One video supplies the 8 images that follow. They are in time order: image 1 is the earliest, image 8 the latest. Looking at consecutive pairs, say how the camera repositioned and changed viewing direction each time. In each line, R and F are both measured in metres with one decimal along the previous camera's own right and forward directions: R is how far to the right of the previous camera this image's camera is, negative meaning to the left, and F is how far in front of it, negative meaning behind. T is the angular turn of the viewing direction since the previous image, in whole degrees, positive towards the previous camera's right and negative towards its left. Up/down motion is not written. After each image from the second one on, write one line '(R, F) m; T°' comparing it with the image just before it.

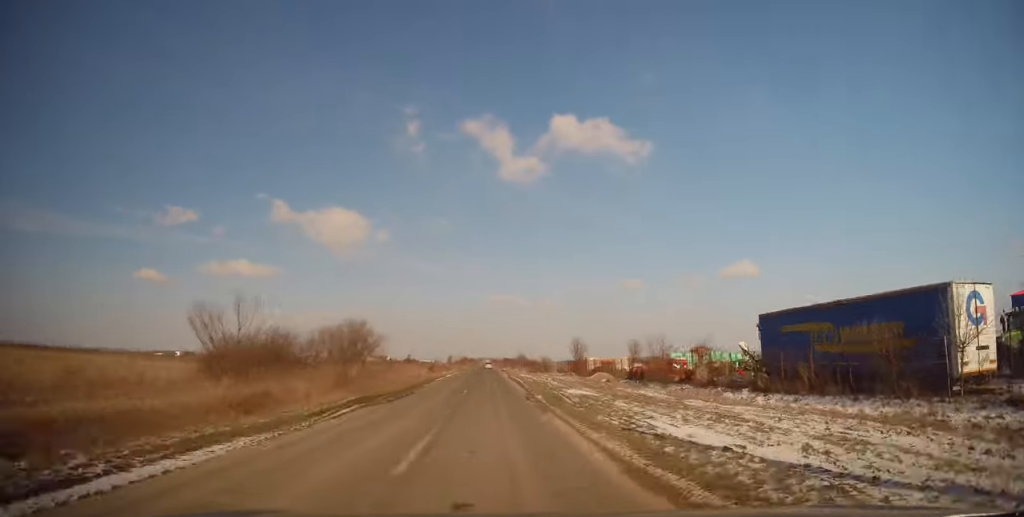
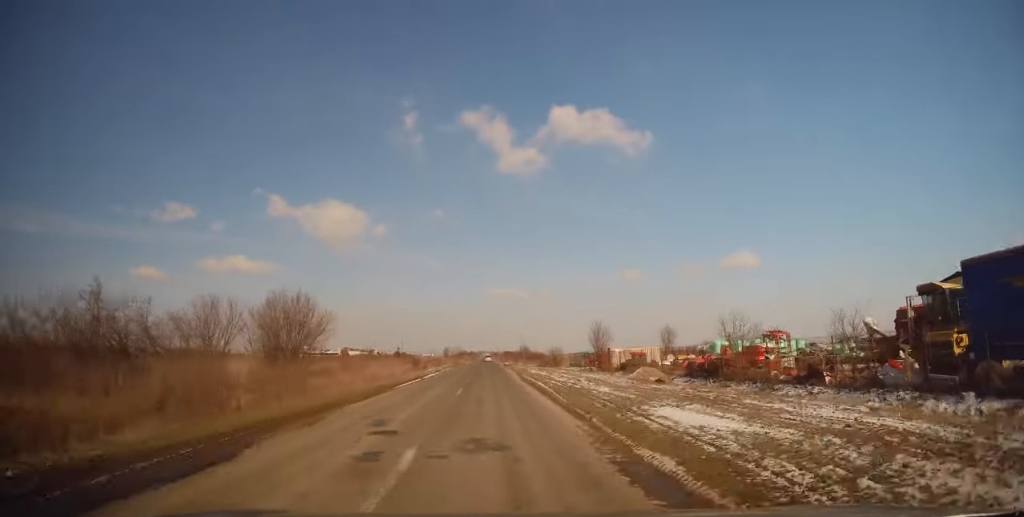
(-0.1, +14.8) m; 0°
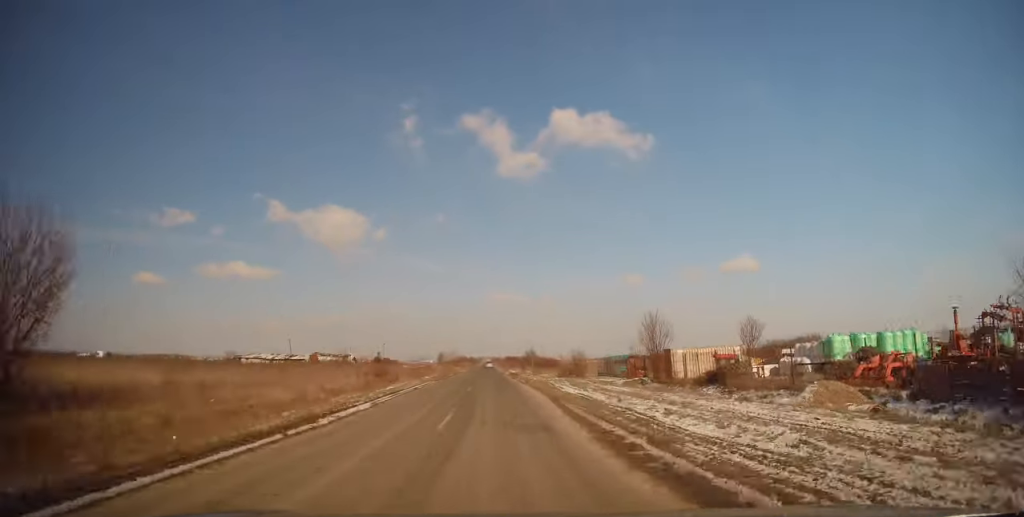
(0.0, +20.4) m; 0°
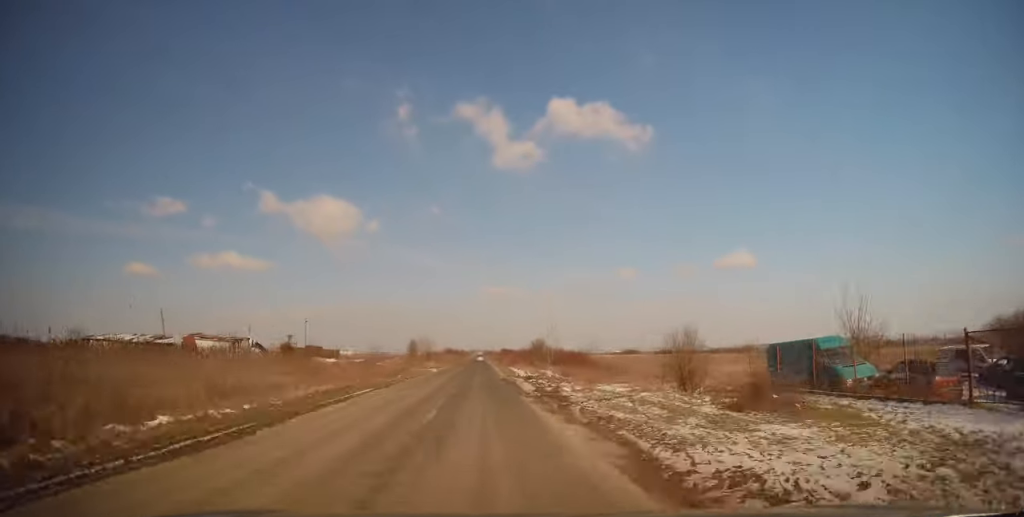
(+0.3, +36.7) m; +1°
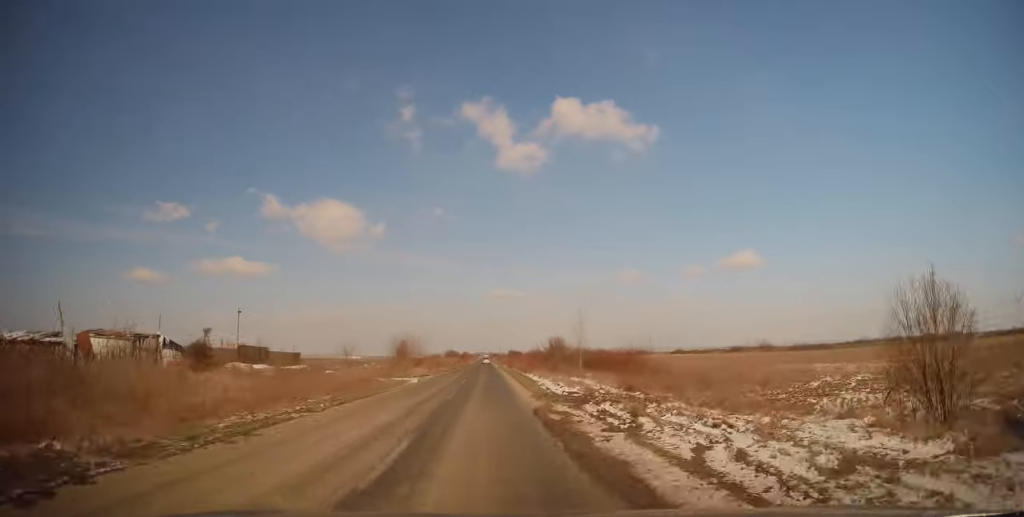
(+0.1, +16.6) m; 0°
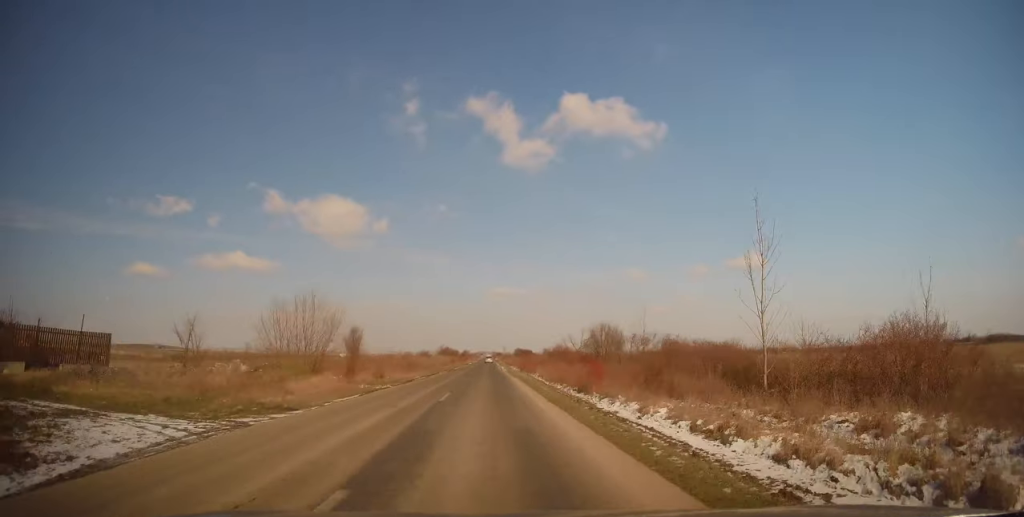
(0.0, +28.3) m; 0°
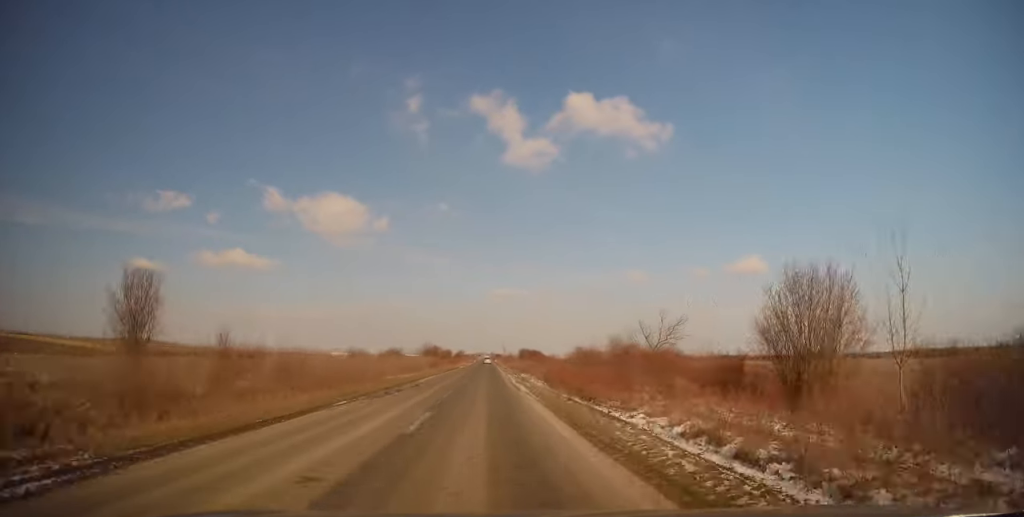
(-0.3, +30.1) m; 0°
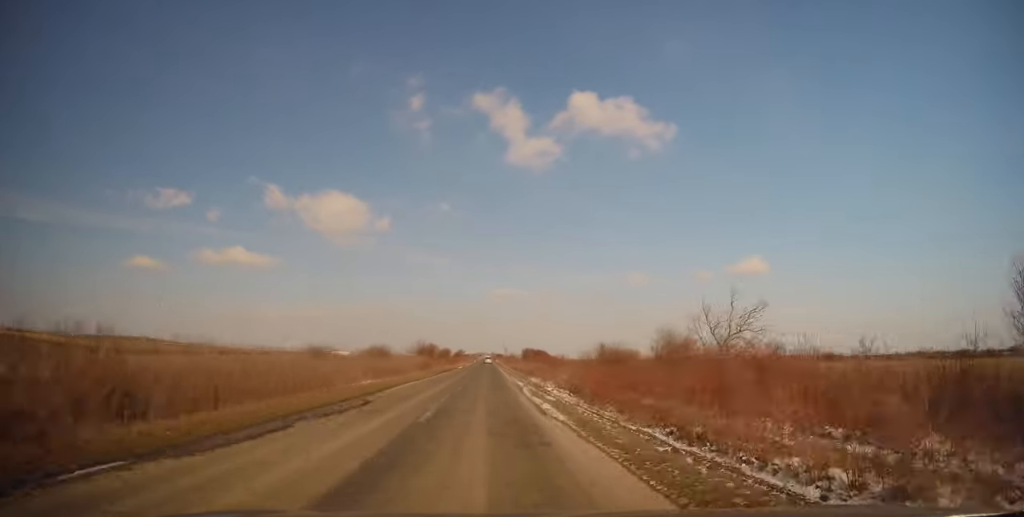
(0.0, +10.3) m; 0°
